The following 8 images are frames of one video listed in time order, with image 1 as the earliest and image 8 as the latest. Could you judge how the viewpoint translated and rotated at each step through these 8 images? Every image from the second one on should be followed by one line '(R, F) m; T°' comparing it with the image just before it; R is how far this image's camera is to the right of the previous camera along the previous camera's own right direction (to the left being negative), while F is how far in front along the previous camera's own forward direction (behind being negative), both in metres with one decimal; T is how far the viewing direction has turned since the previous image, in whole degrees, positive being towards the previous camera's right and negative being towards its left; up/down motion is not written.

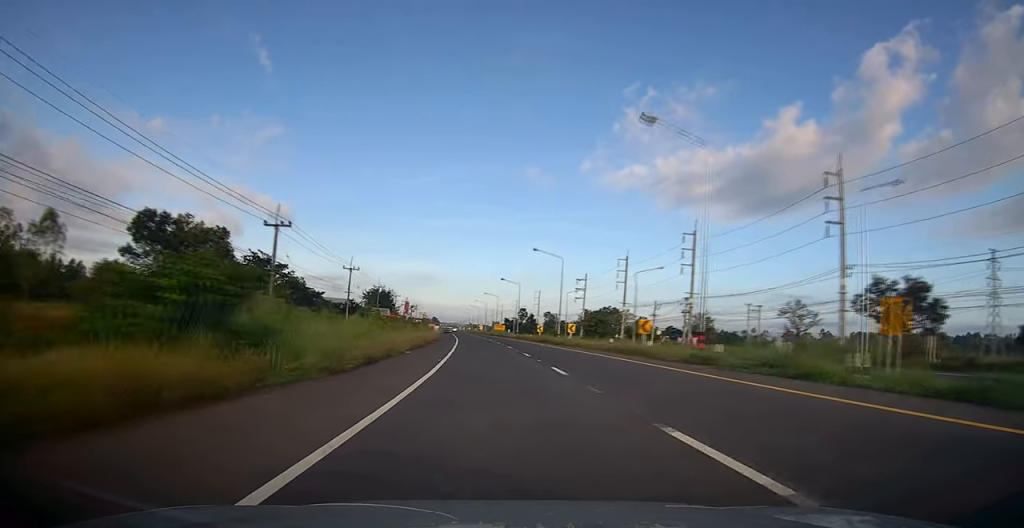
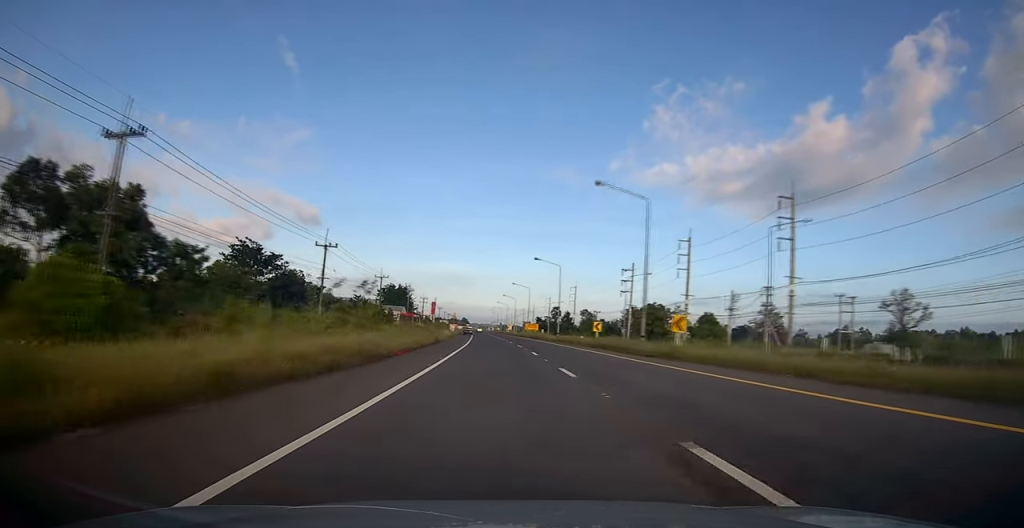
(-0.8, +24.9) m; -4°
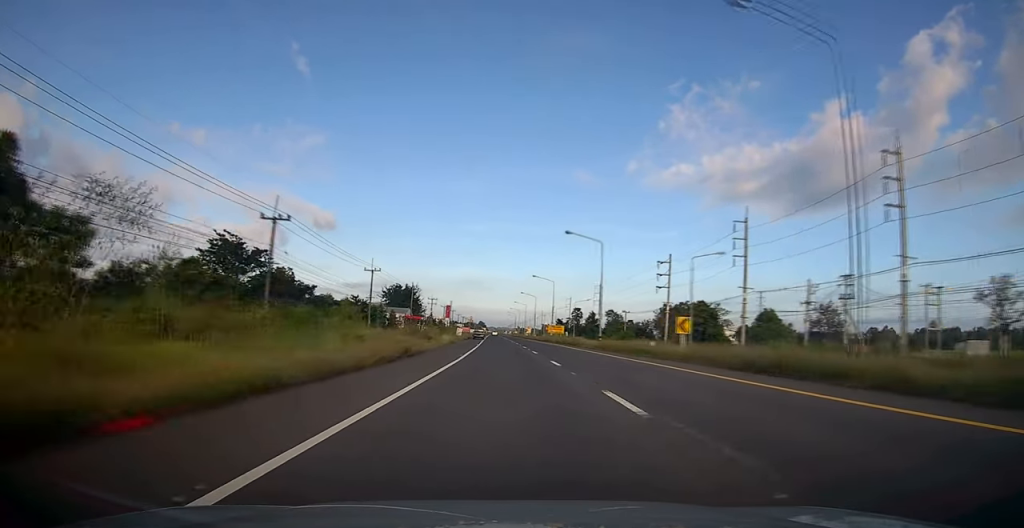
(-0.5, +18.6) m; -2°
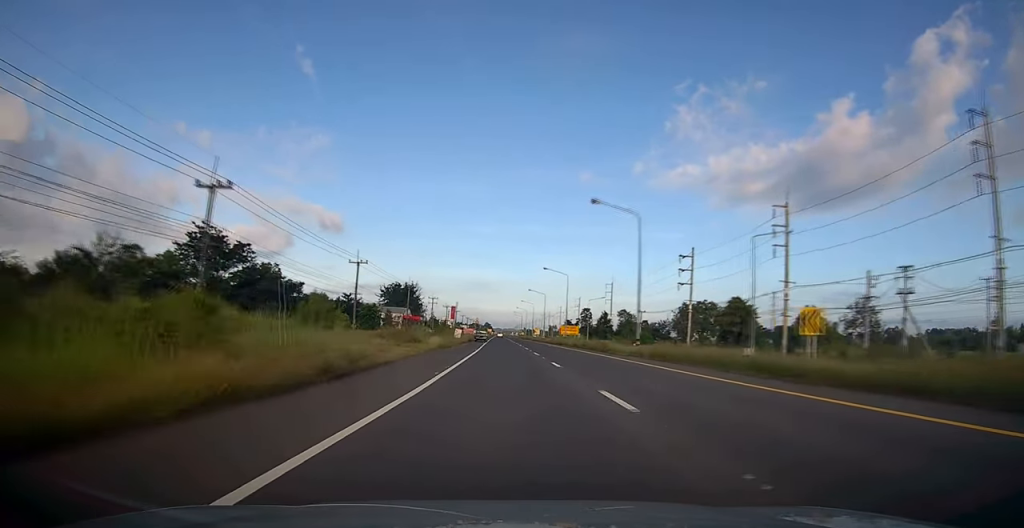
(0.0, +11.3) m; 0°
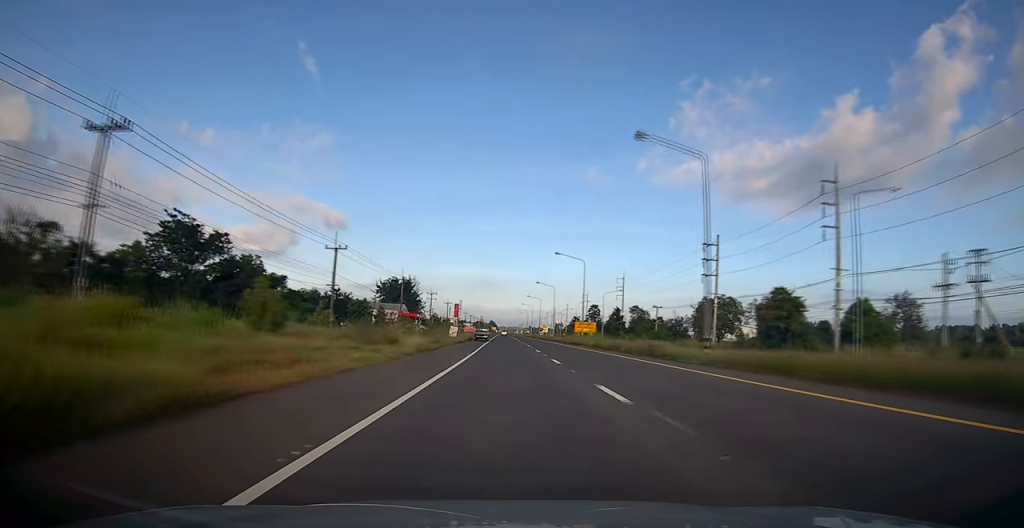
(0.0, +11.2) m; 0°
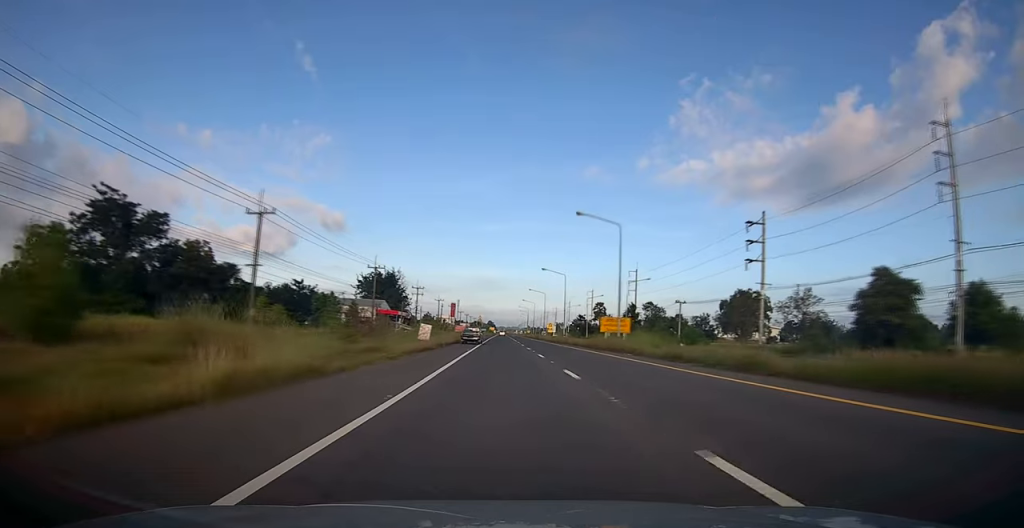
(-0.1, +19.3) m; -1°
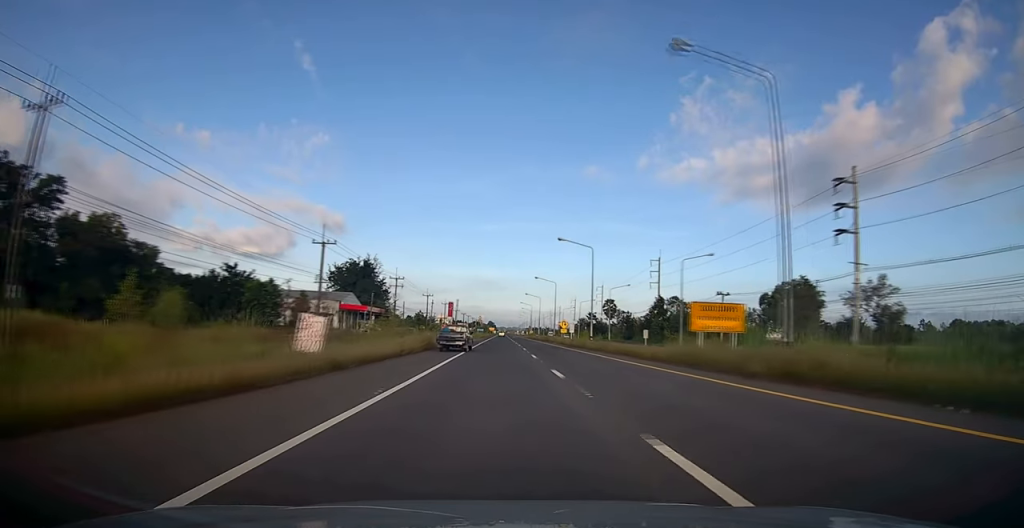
(-0.1, +23.4) m; -1°
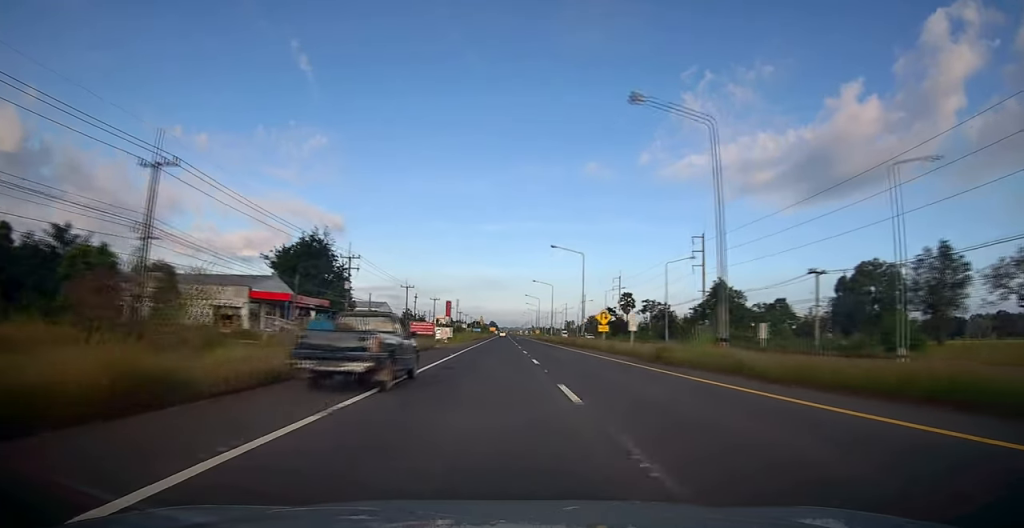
(-0.1, +29.6) m; 0°
